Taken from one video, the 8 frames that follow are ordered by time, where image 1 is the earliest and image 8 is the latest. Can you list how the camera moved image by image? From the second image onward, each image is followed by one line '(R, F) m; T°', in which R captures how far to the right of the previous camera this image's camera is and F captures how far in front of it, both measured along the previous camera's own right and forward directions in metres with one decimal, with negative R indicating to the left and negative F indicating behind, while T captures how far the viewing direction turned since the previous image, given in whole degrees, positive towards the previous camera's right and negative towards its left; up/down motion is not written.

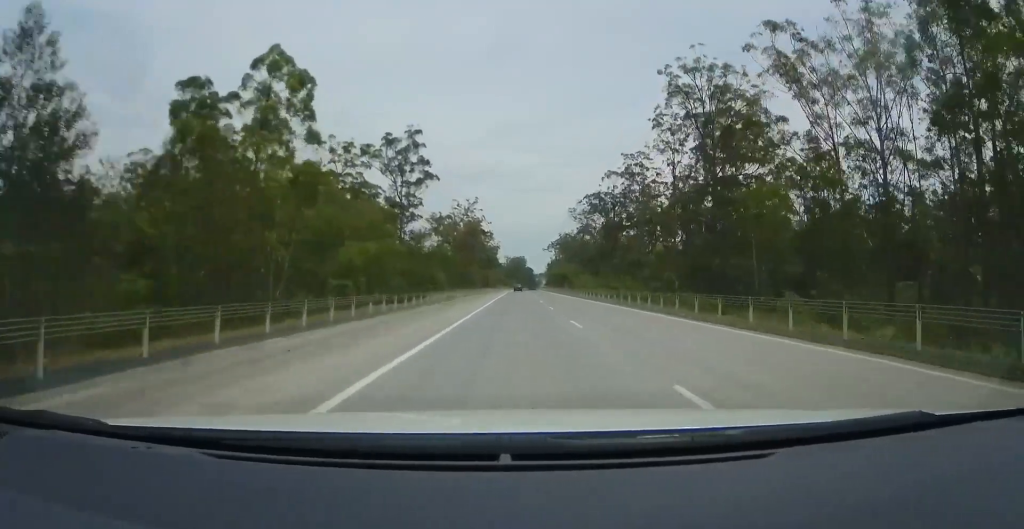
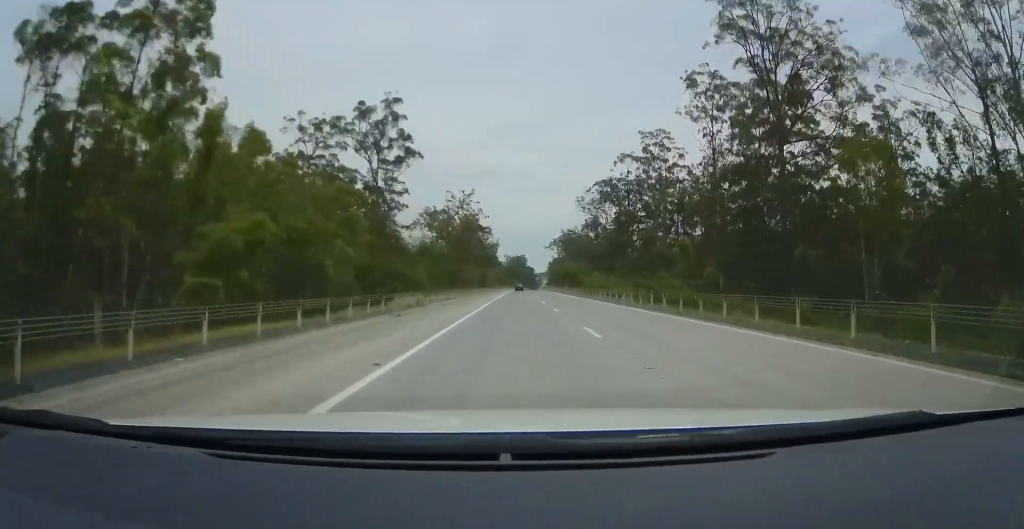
(+0.1, +15.5) m; 0°
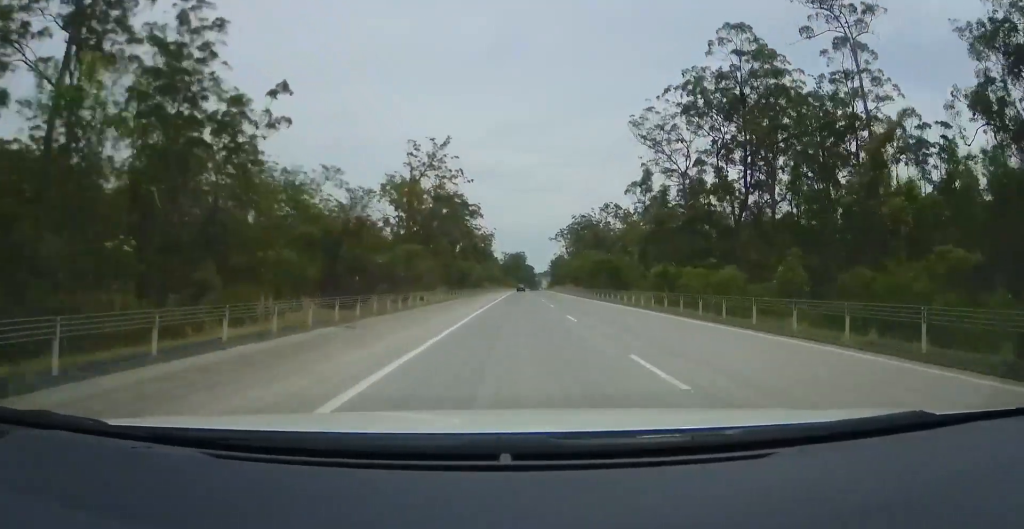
(0.0, +52.8) m; +1°
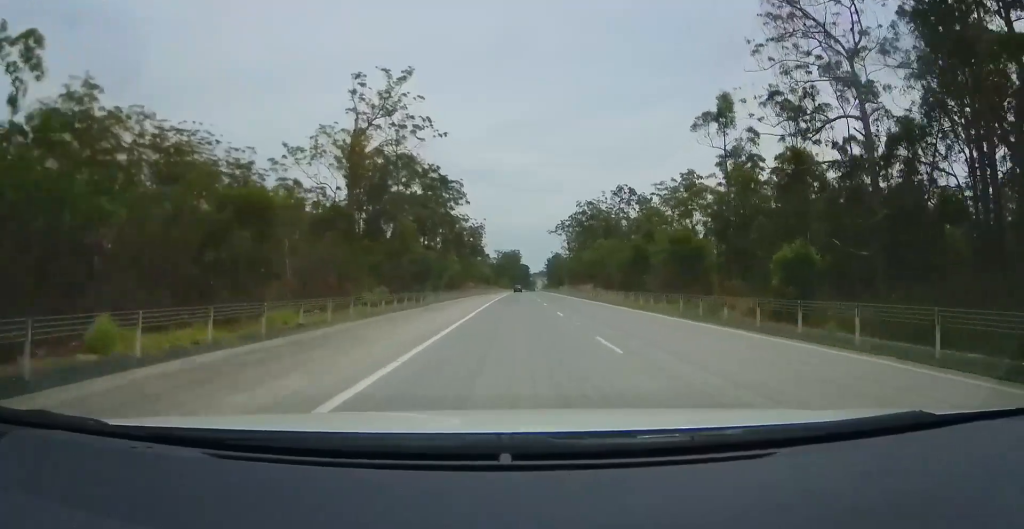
(+0.1, +32.5) m; +1°
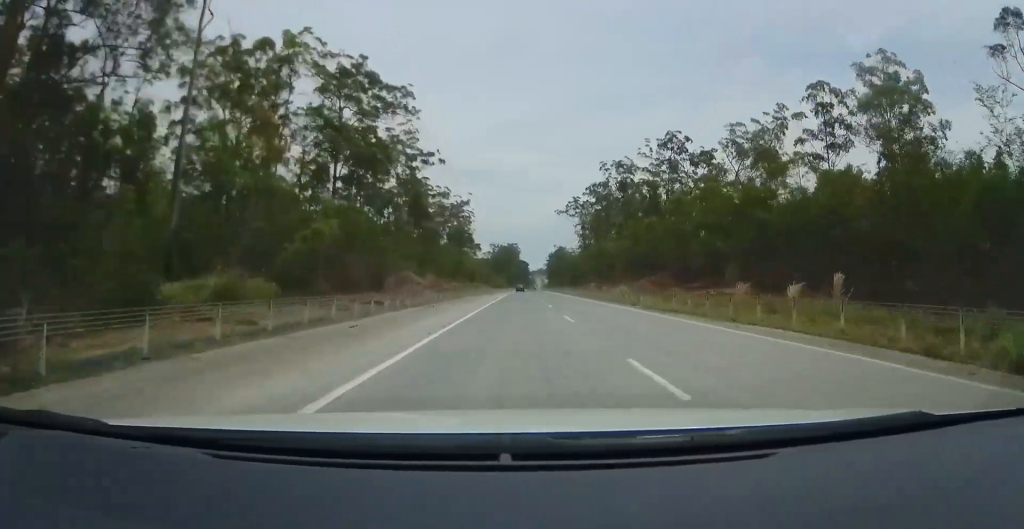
(+0.5, +51.2) m; +1°
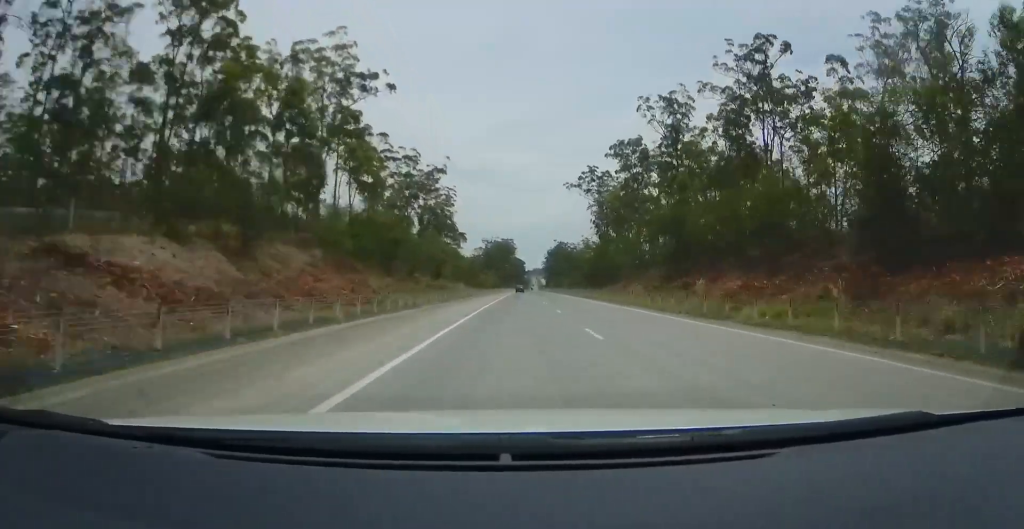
(-0.1, +41.7) m; +1°
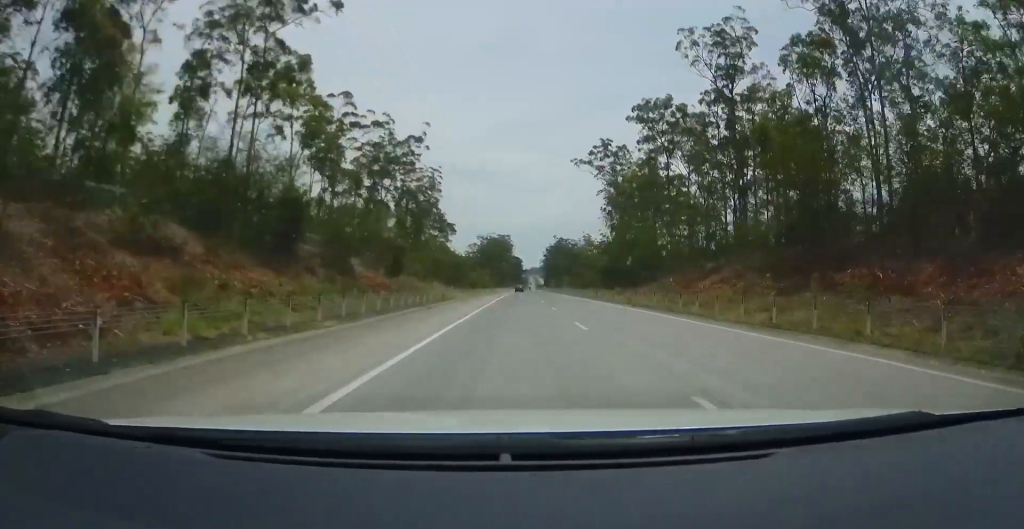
(+0.3, +21.9) m; 0°
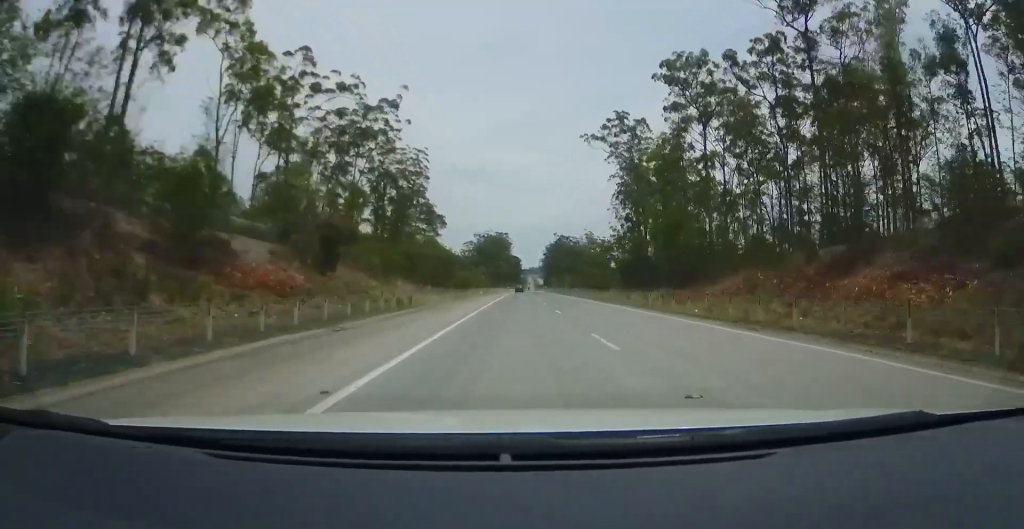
(+0.1, +15.8) m; 0°
